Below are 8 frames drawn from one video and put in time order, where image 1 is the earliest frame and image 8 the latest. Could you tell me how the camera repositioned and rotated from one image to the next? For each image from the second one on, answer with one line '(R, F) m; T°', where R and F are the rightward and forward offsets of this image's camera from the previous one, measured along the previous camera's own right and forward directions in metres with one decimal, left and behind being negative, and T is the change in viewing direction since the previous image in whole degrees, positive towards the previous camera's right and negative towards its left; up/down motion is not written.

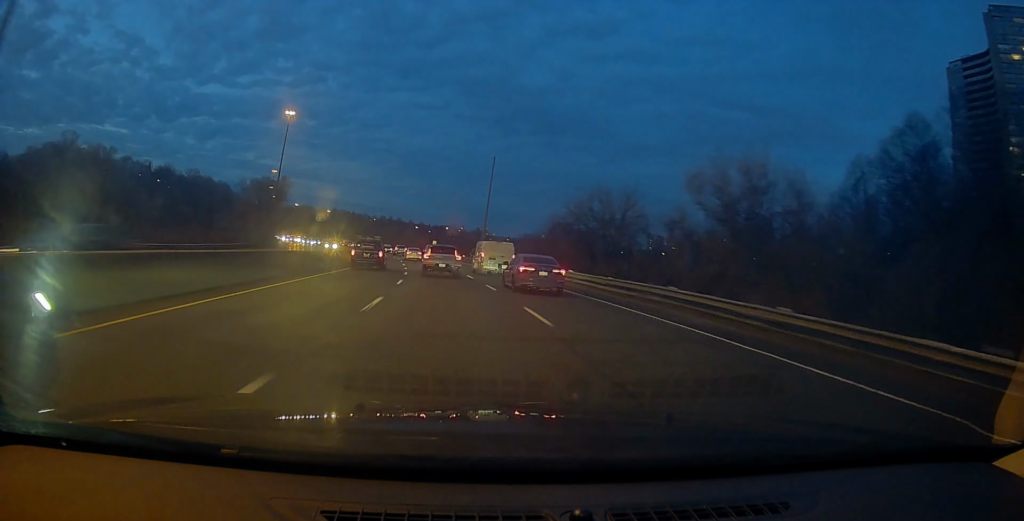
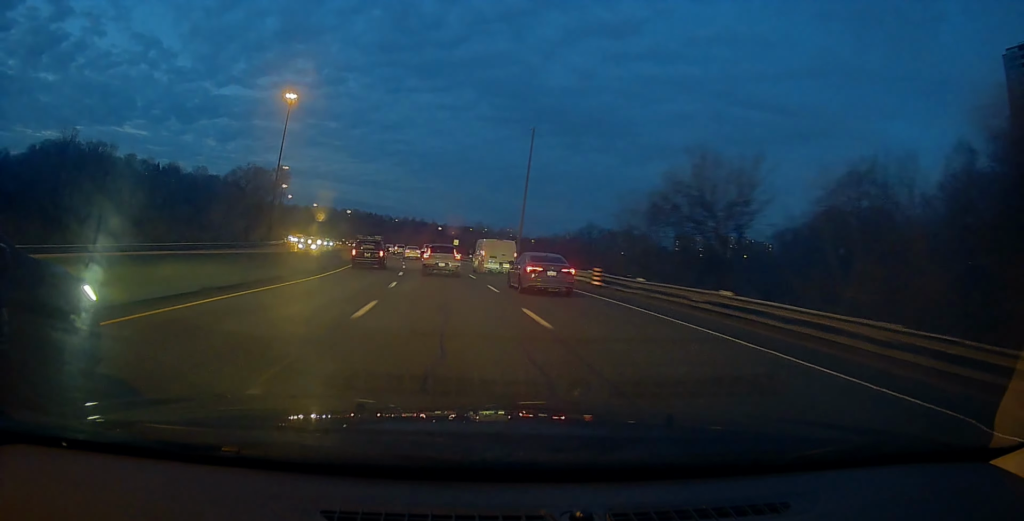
(-0.9, +19.2) m; -3°
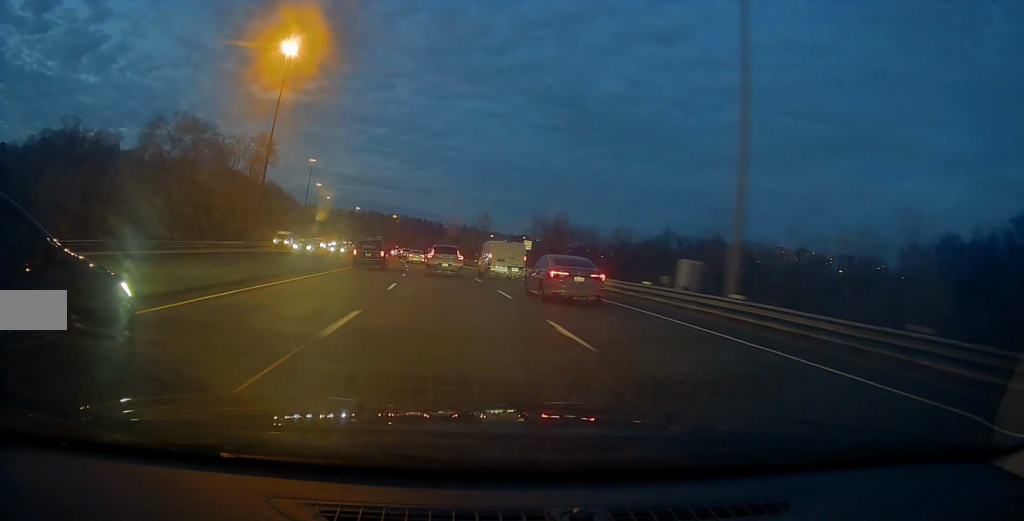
(-2.0, +38.1) m; -6°
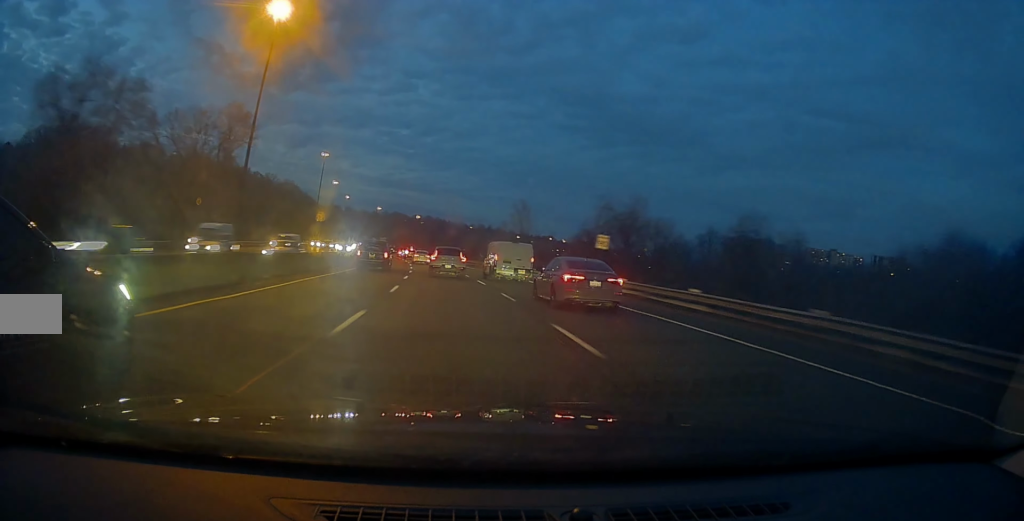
(-0.5, +18.9) m; -2°
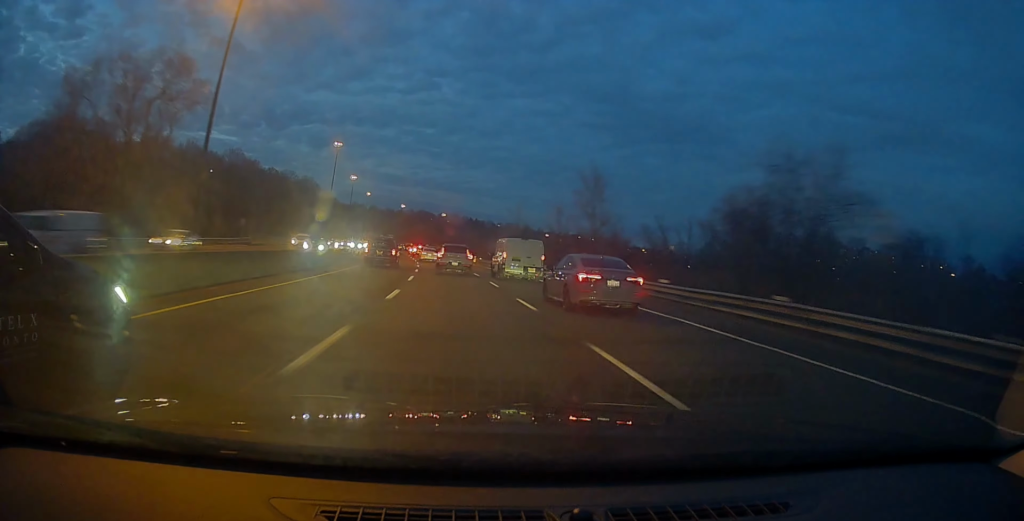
(-0.2, +20.7) m; -2°
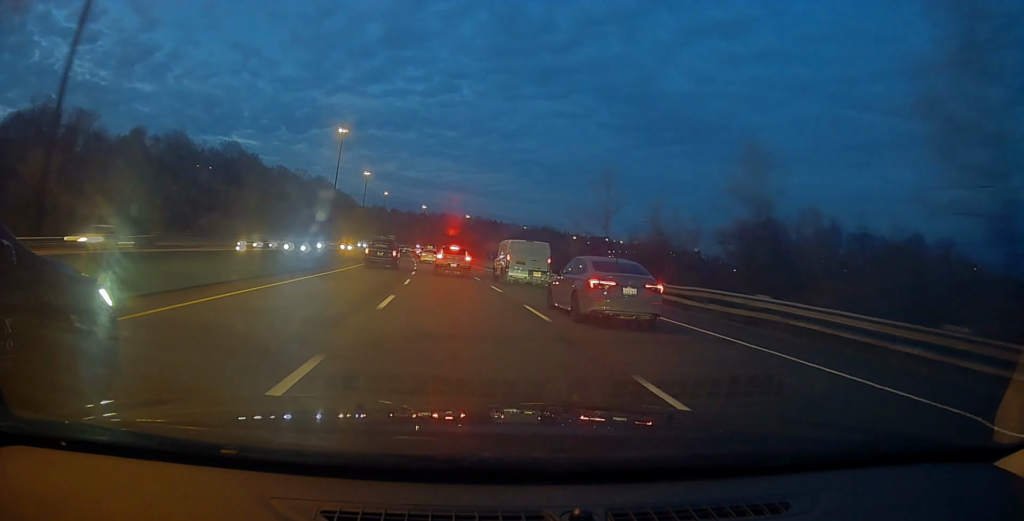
(-0.9, +28.8) m; -4°
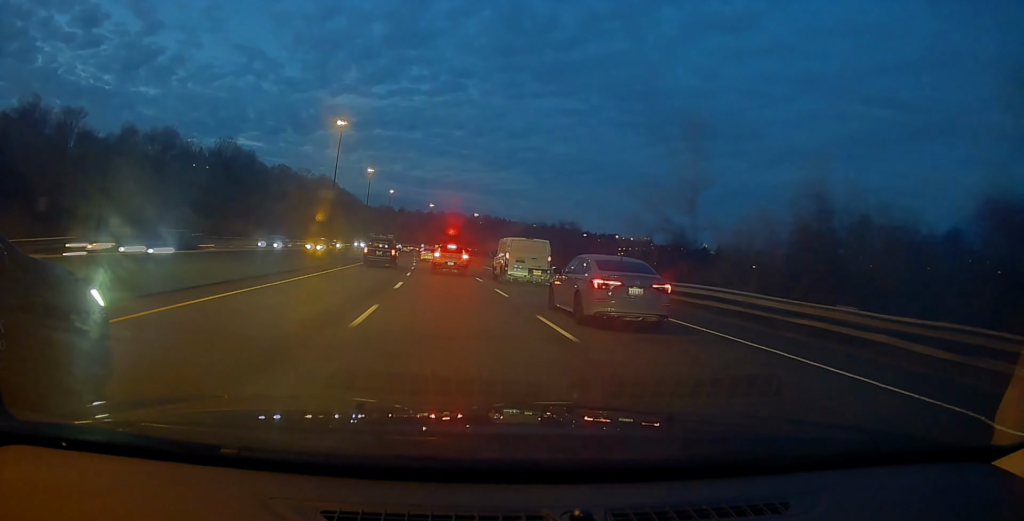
(-0.1, +11.7) m; -1°
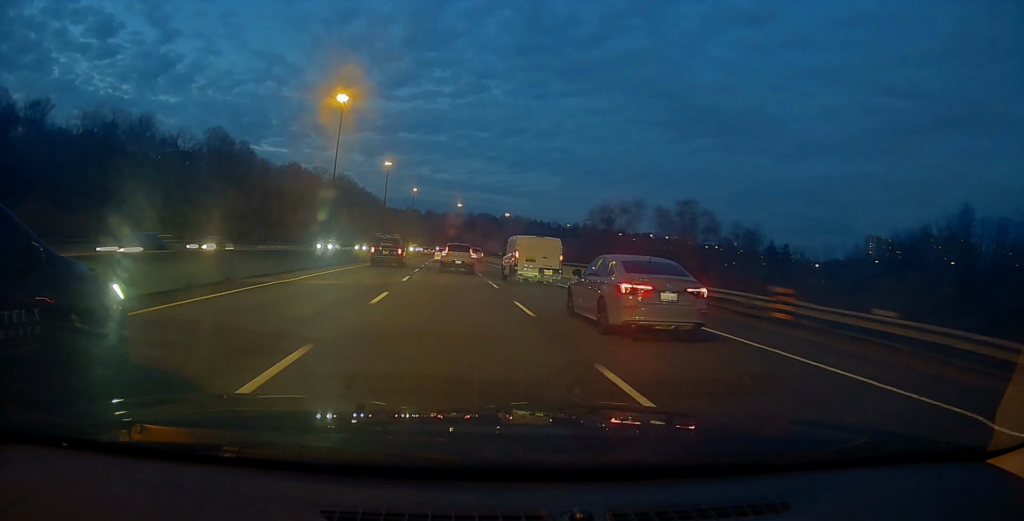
(-1.0, +32.4) m; -3°
